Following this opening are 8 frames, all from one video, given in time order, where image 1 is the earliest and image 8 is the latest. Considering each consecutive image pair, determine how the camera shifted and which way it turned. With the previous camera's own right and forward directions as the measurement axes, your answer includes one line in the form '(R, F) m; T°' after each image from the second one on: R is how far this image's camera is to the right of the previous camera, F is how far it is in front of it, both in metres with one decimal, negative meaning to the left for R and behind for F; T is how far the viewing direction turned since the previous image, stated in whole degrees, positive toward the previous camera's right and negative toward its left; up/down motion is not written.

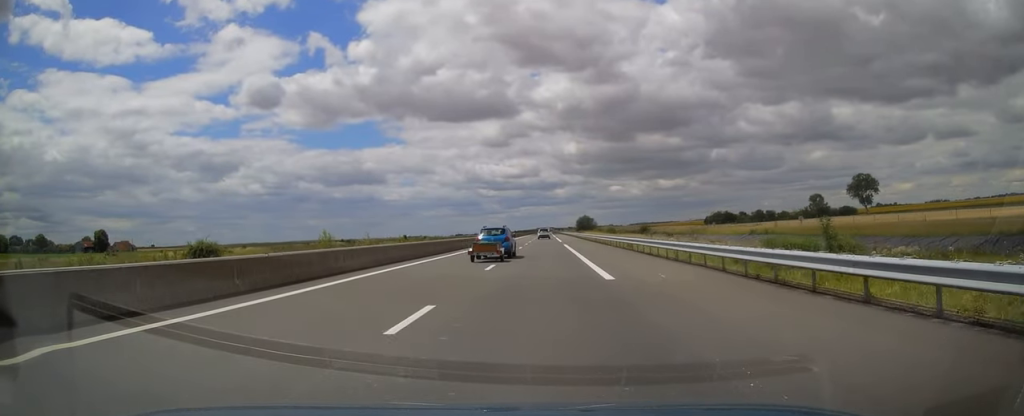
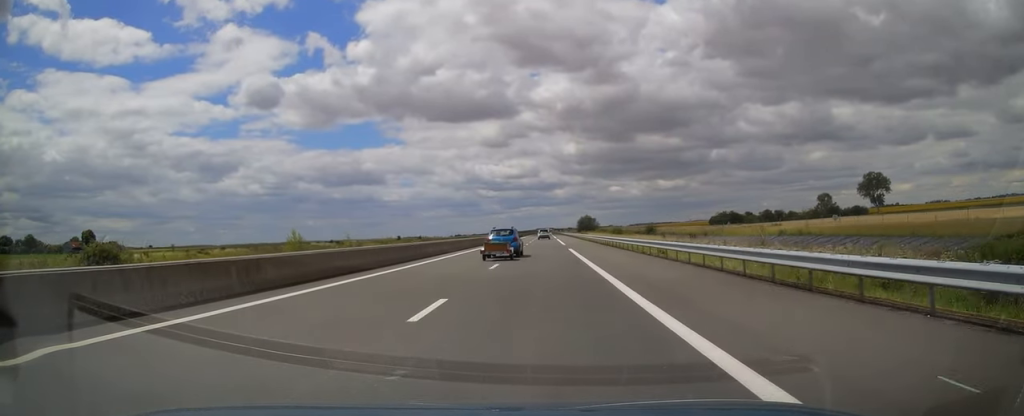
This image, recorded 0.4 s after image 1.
(+0.2, +11.6) m; 0°
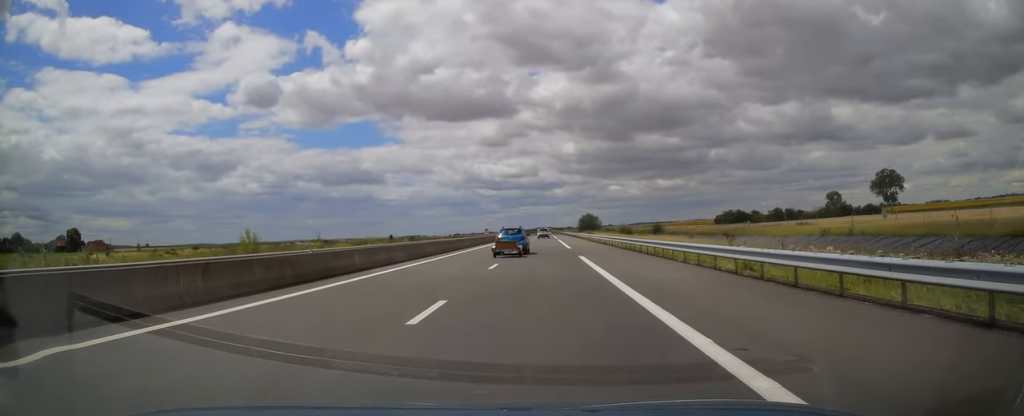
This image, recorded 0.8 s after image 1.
(+0.2, +13.1) m; 0°
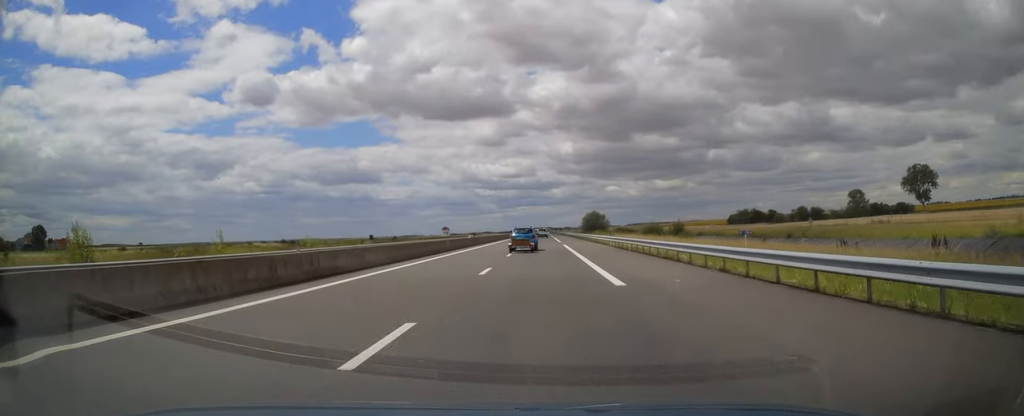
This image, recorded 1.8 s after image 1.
(-0.3, +28.7) m; 0°
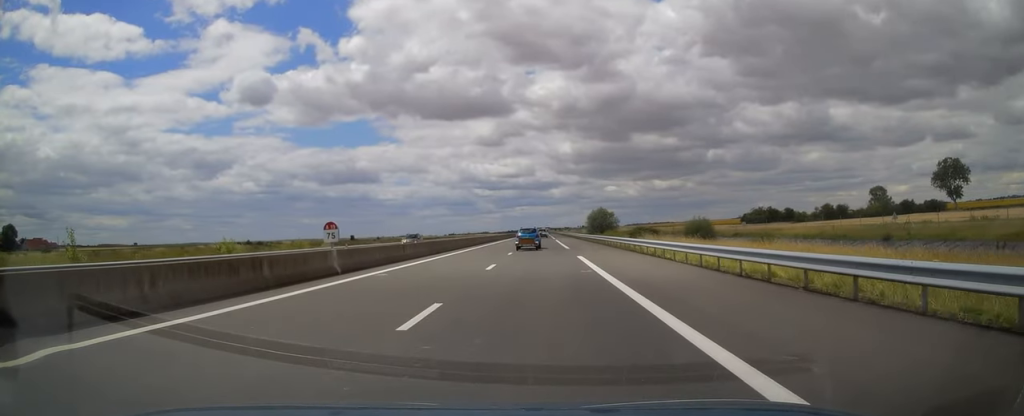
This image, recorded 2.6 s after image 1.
(+0.2, +23.5) m; 0°
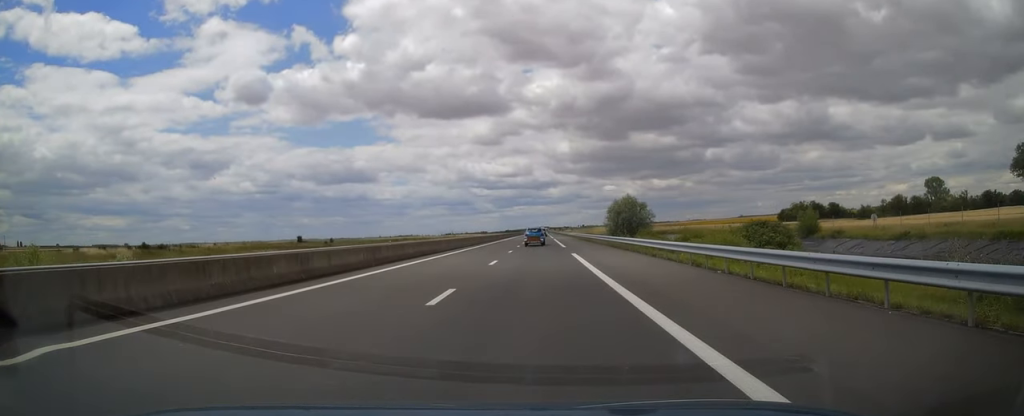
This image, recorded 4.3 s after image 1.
(-0.1, +48.9) m; 0°
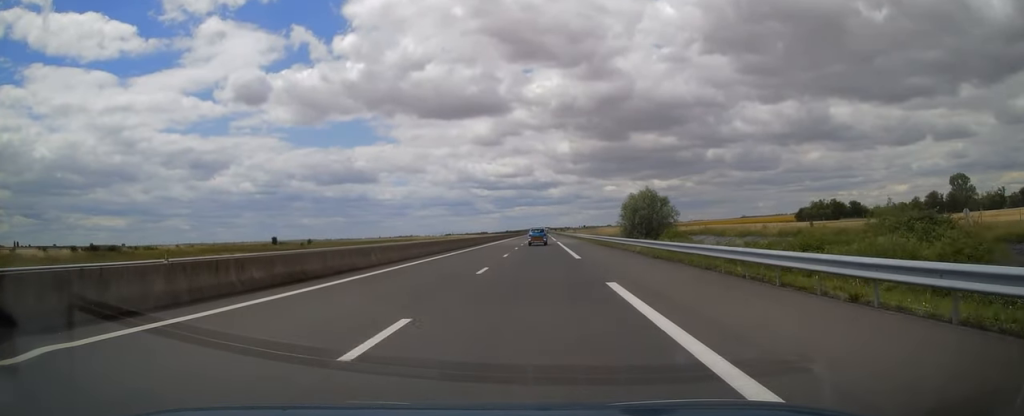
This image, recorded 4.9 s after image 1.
(+0.2, +17.5) m; 0°
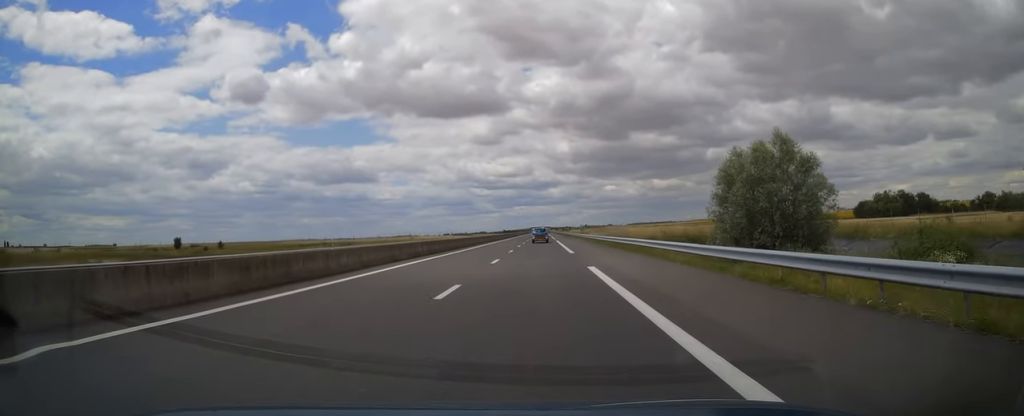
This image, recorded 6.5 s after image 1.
(-0.2, +45.7) m; +1°
